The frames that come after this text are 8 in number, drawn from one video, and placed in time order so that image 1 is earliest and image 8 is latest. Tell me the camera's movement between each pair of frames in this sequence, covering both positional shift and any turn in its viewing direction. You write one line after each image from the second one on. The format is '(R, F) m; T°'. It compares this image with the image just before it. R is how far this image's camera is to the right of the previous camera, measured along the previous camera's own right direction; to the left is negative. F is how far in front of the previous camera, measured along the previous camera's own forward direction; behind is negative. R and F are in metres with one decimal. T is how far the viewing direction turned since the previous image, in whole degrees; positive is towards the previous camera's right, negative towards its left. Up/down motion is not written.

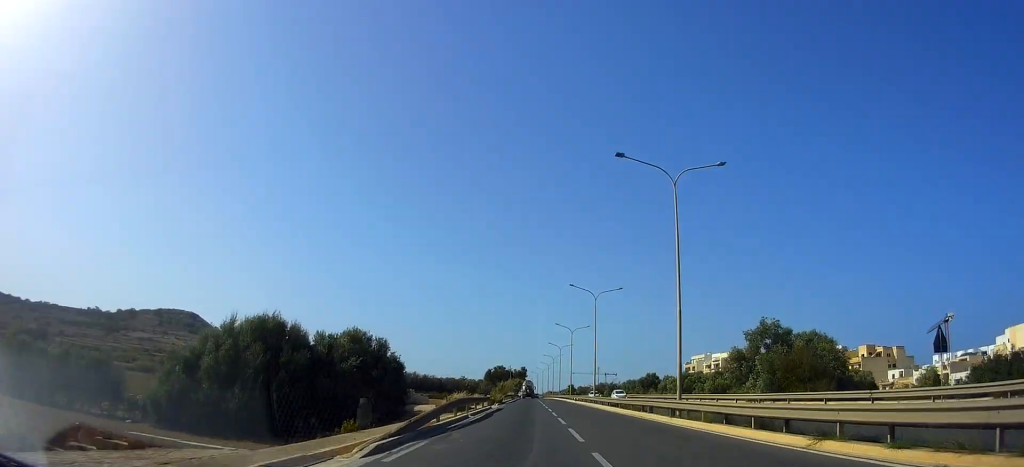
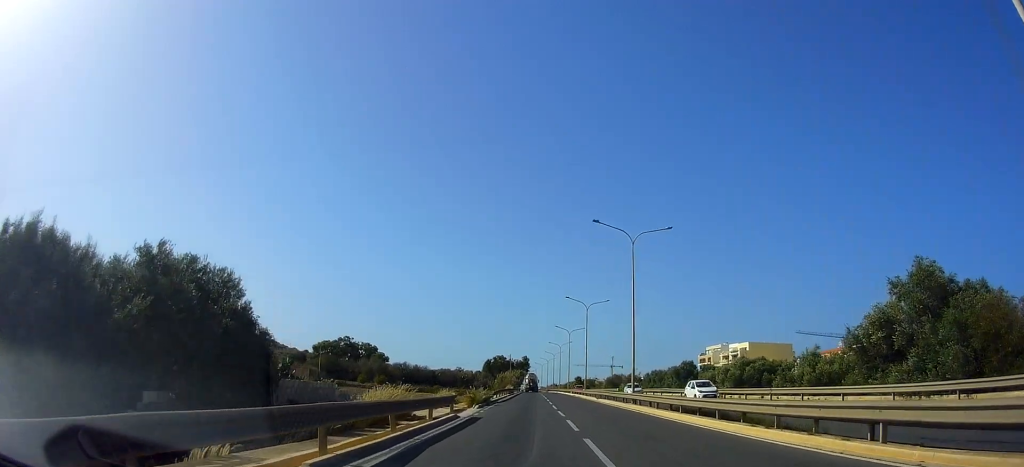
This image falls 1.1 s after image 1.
(+0.4, +16.9) m; 0°
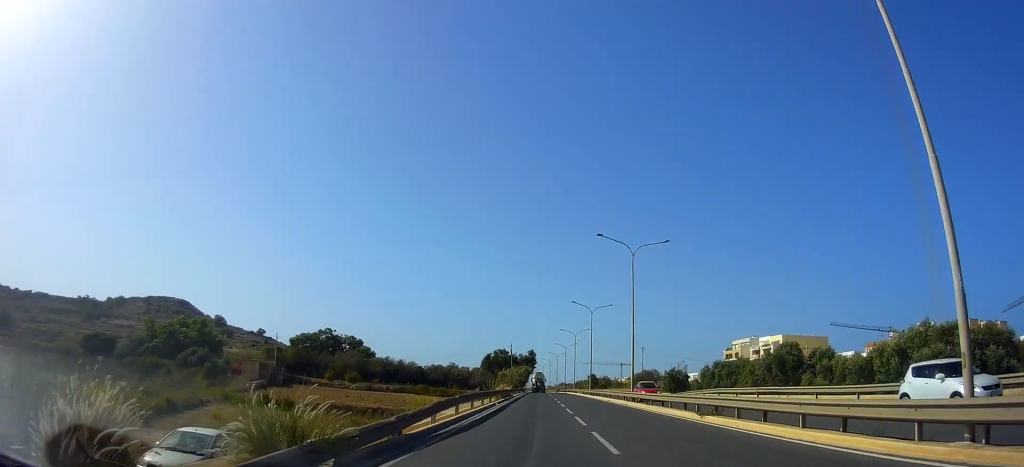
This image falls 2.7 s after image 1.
(-1.0, +24.2) m; -3°
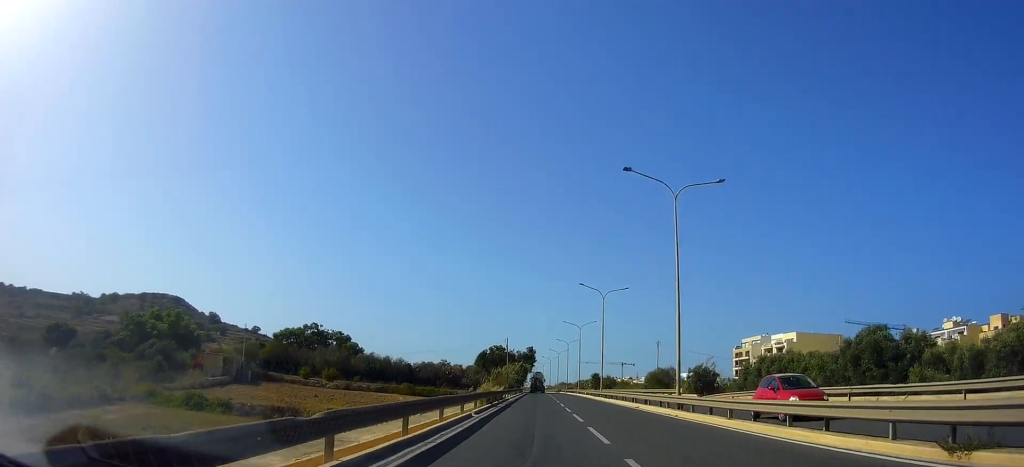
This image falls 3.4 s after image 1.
(+0.1, +11.0) m; +2°
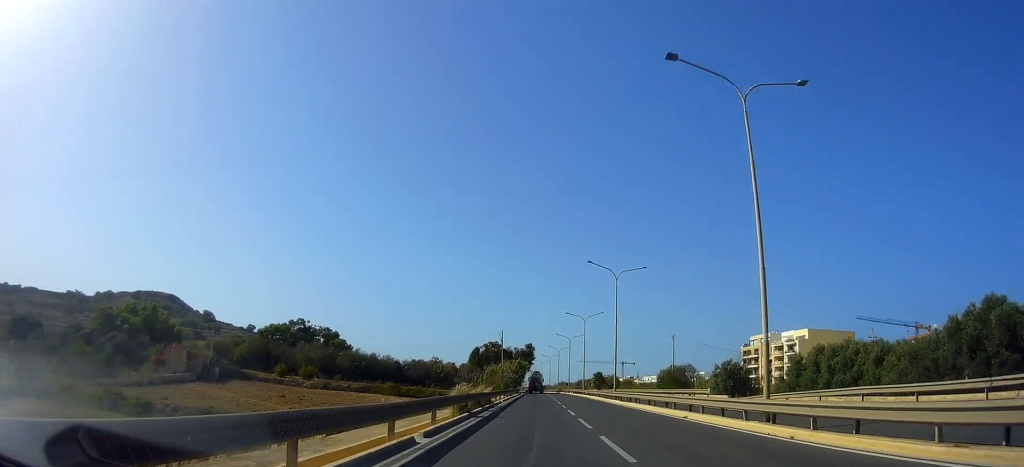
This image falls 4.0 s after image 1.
(+0.3, +9.1) m; 0°
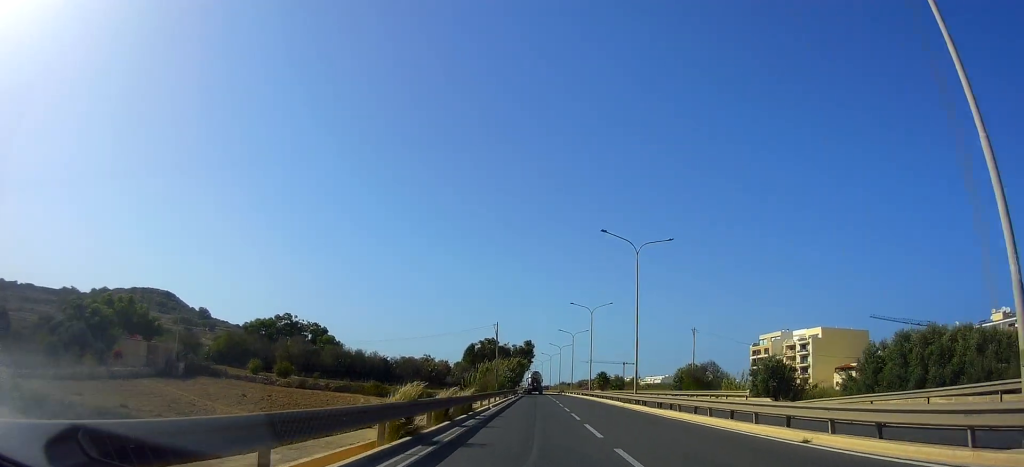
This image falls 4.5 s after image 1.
(+0.3, +8.6) m; -1°
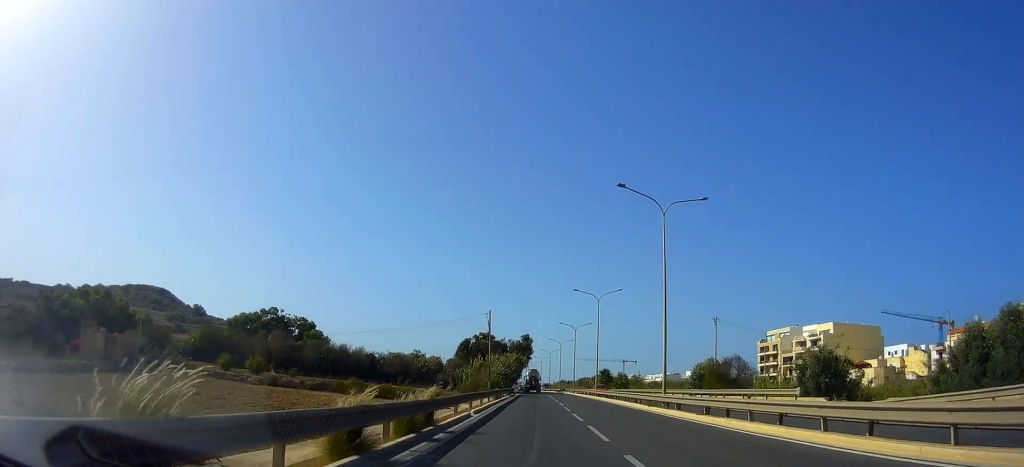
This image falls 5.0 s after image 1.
(-0.4, +7.6) m; 0°
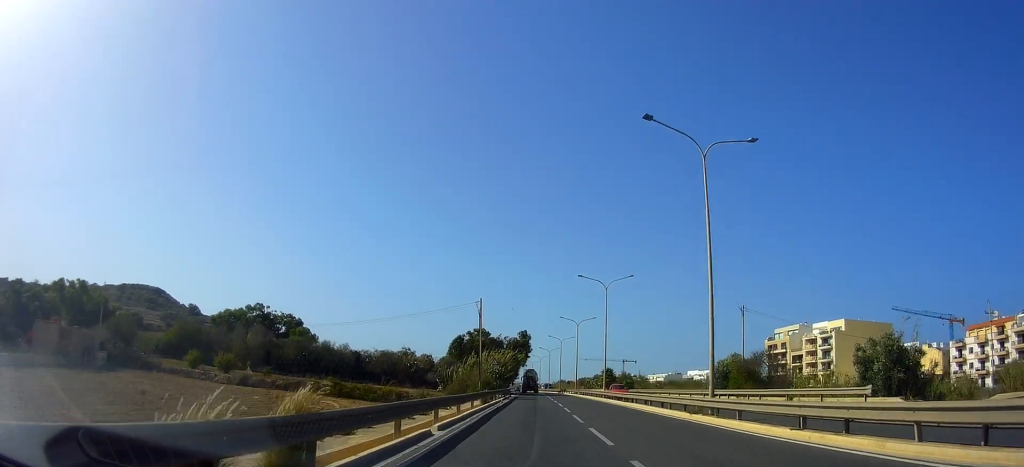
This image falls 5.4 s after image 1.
(-0.4, +7.1) m; 0°
